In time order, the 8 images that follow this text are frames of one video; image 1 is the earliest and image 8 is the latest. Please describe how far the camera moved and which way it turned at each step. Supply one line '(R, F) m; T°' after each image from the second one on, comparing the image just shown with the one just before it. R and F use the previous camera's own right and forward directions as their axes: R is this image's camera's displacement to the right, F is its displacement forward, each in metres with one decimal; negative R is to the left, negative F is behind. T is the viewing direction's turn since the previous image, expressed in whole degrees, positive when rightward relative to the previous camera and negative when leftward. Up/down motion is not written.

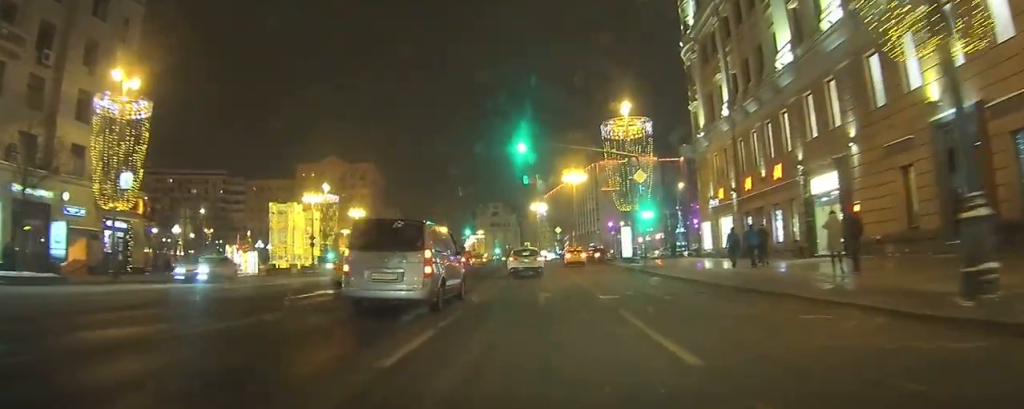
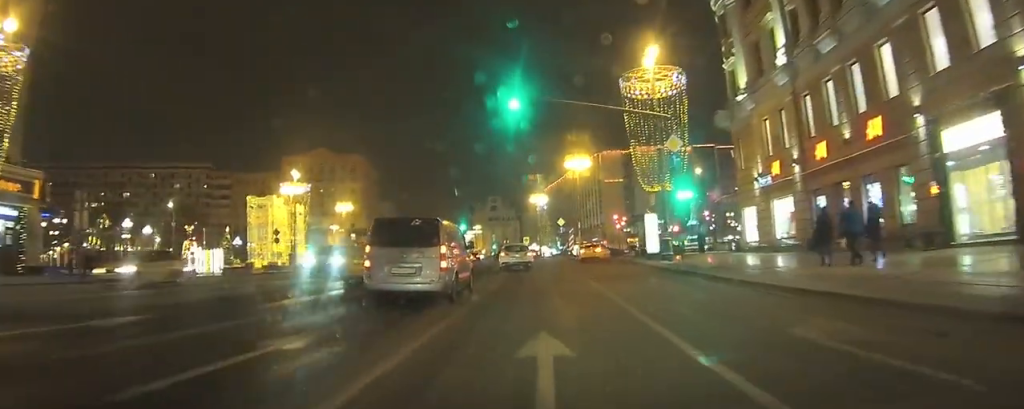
(+0.1, +10.7) m; 0°
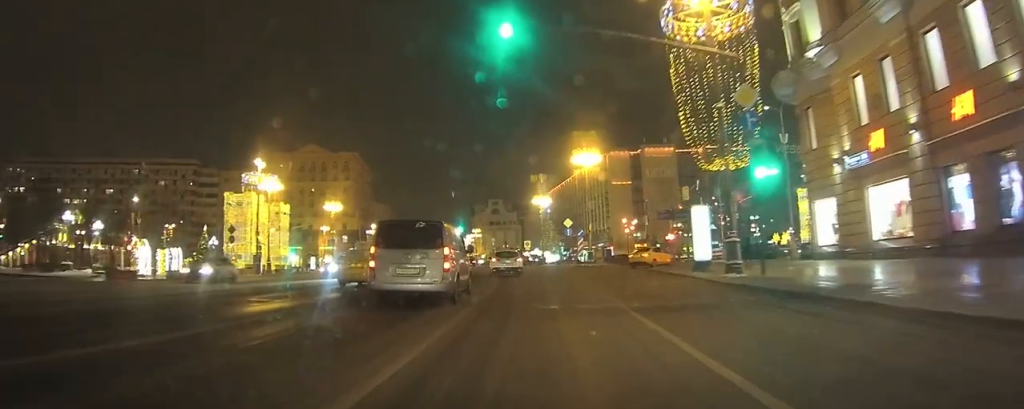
(-0.1, +10.6) m; -2°
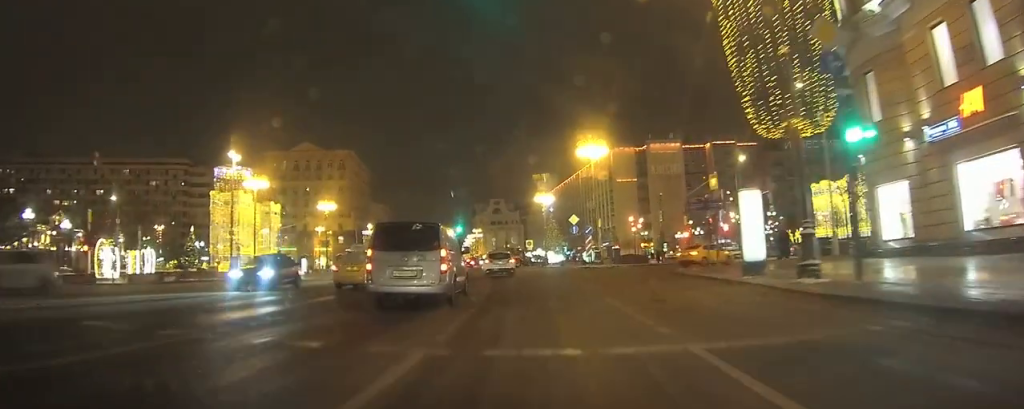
(0.0, +6.0) m; -1°
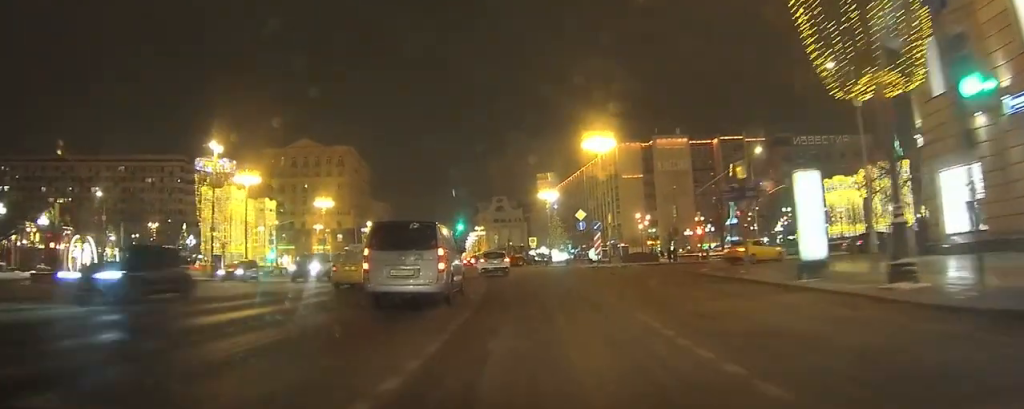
(0.0, +4.2) m; -1°
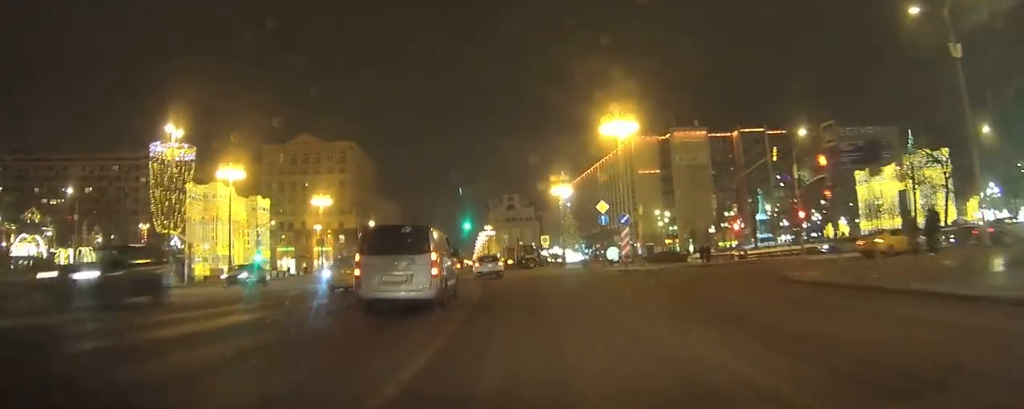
(-0.1, +8.5) m; -2°
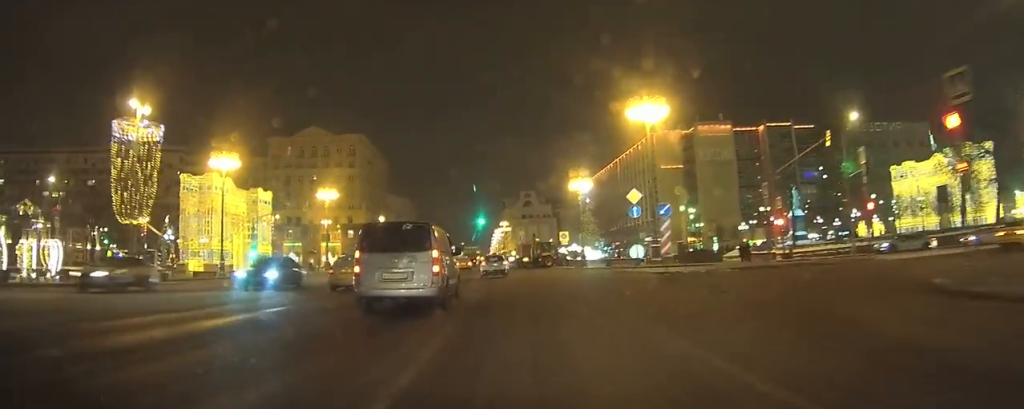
(0.0, +6.7) m; -2°
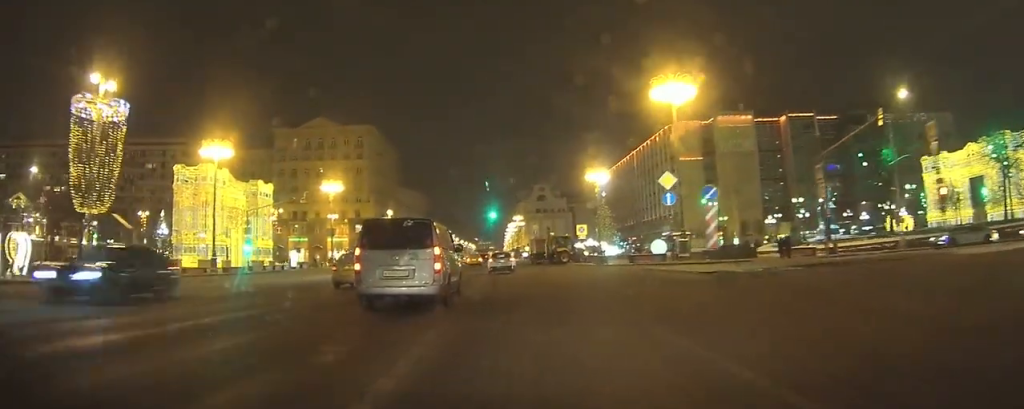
(-0.1, +5.4) m; -2°
